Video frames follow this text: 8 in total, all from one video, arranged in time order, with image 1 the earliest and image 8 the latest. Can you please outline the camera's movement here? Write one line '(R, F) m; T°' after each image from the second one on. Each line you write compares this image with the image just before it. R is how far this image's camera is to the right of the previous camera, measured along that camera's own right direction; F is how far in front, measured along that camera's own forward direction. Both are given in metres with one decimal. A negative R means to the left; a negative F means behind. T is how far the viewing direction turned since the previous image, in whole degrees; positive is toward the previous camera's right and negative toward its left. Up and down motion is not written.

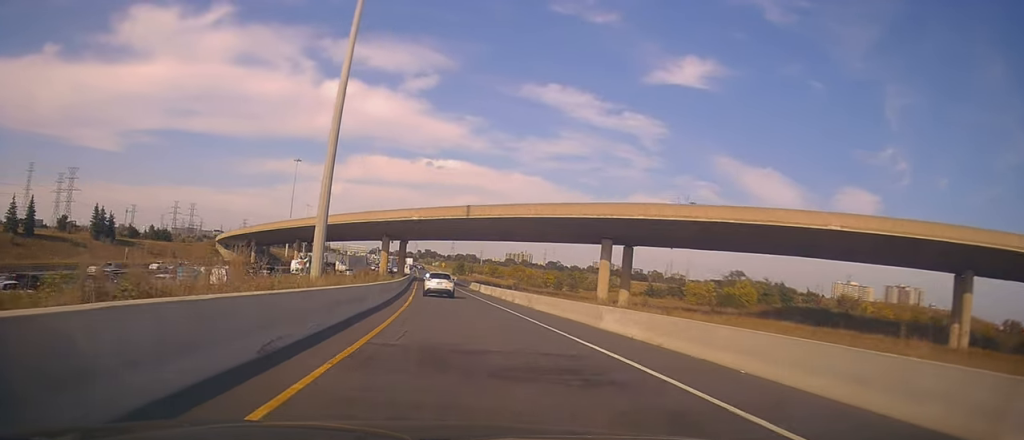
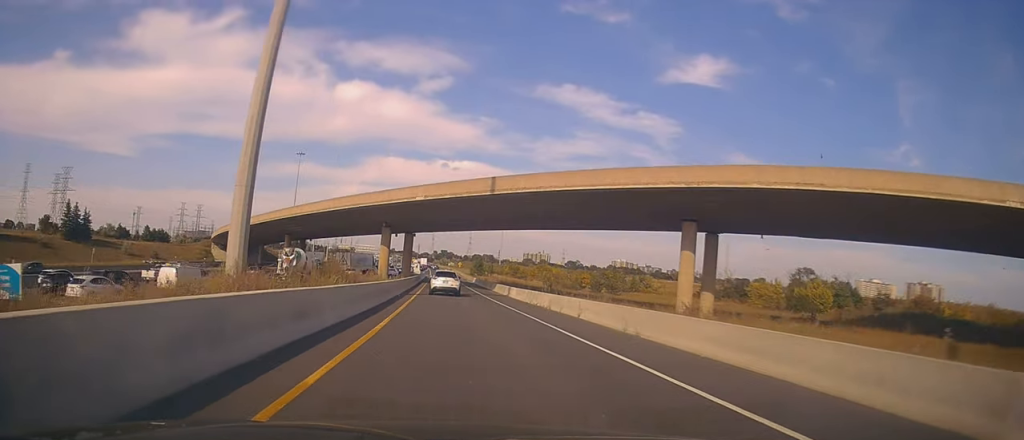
(-0.3, +18.5) m; -3°
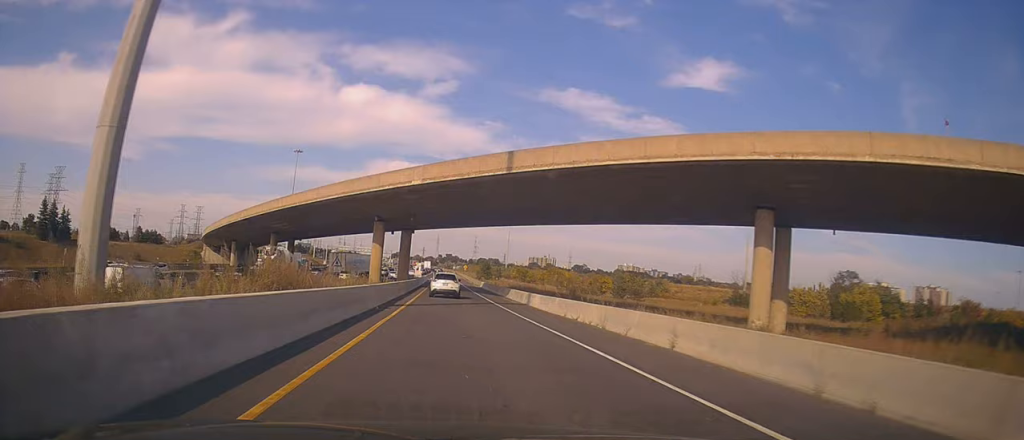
(-0.1, +10.8) m; -1°
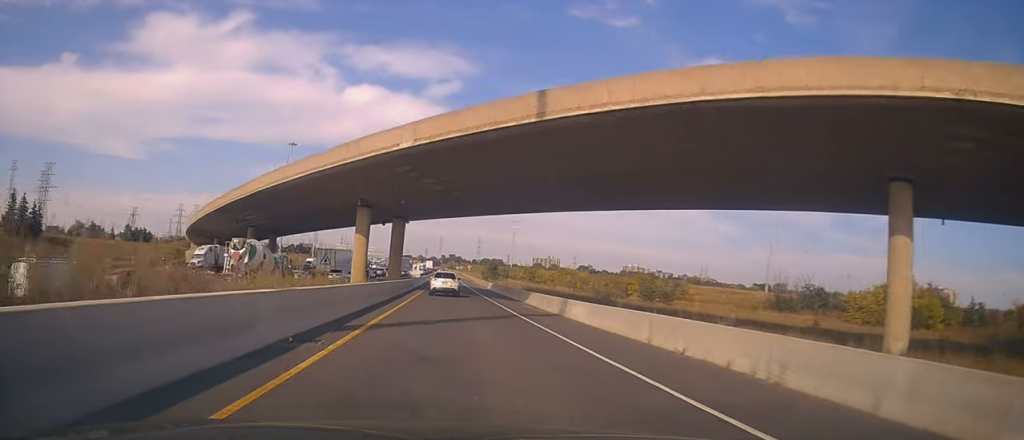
(-0.5, +12.0) m; -1°
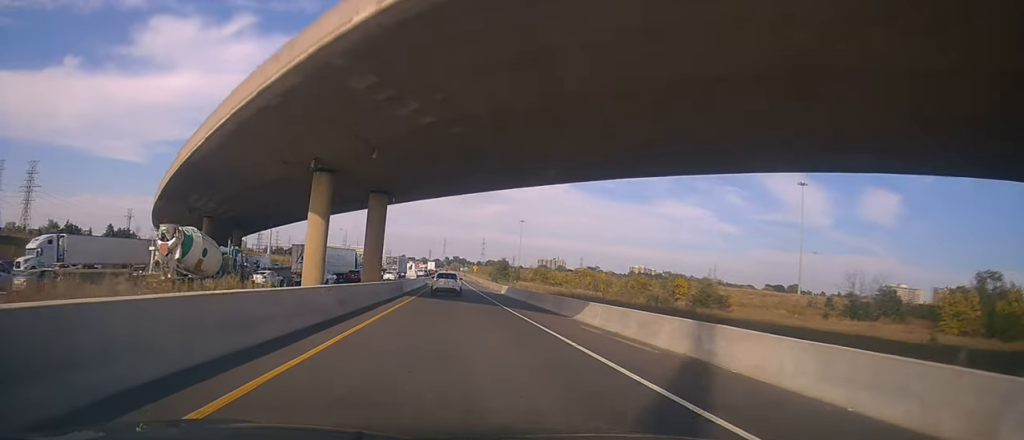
(+0.1, +16.4) m; 0°
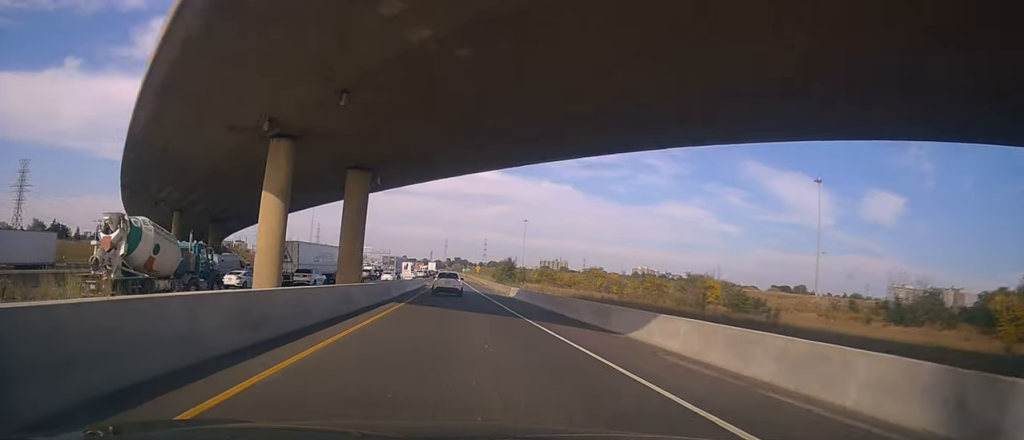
(+0.1, +8.1) m; 0°
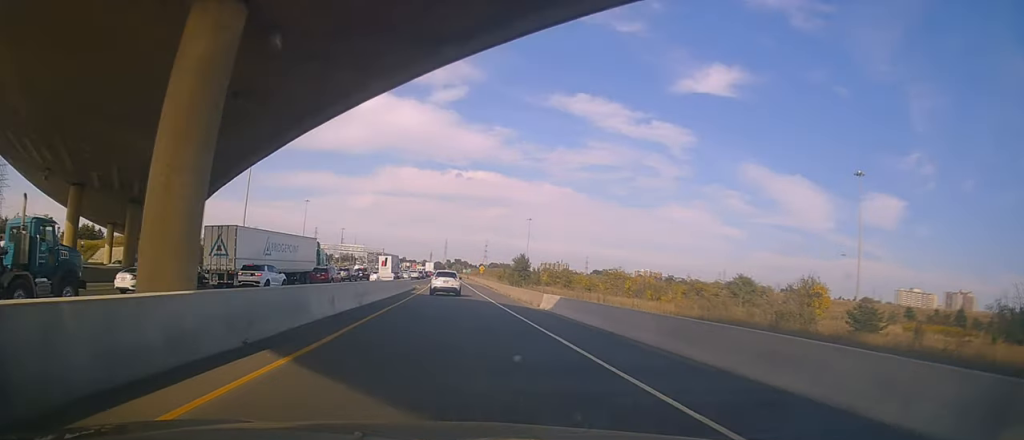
(-0.2, +18.6) m; 0°
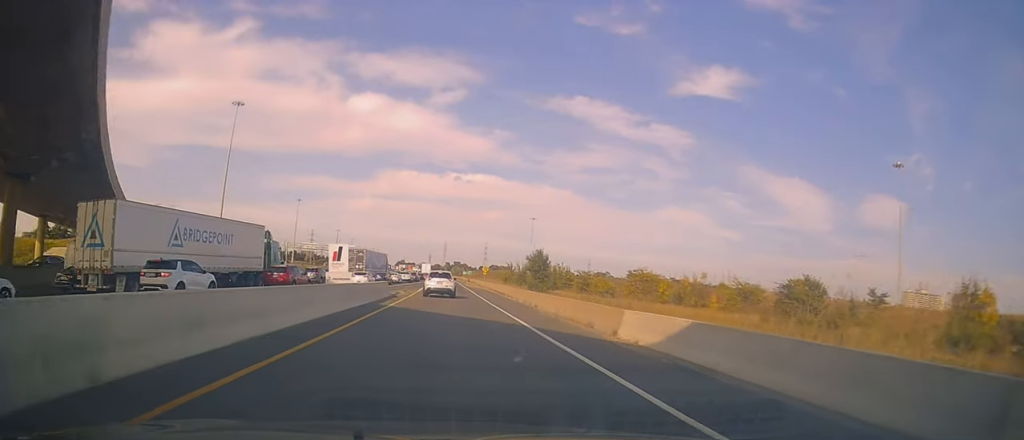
(+0.2, +17.2) m; +1°
